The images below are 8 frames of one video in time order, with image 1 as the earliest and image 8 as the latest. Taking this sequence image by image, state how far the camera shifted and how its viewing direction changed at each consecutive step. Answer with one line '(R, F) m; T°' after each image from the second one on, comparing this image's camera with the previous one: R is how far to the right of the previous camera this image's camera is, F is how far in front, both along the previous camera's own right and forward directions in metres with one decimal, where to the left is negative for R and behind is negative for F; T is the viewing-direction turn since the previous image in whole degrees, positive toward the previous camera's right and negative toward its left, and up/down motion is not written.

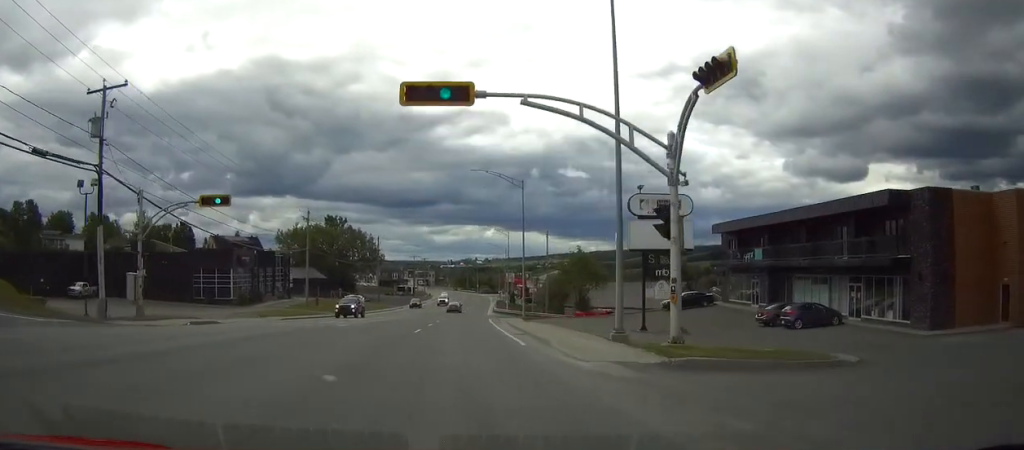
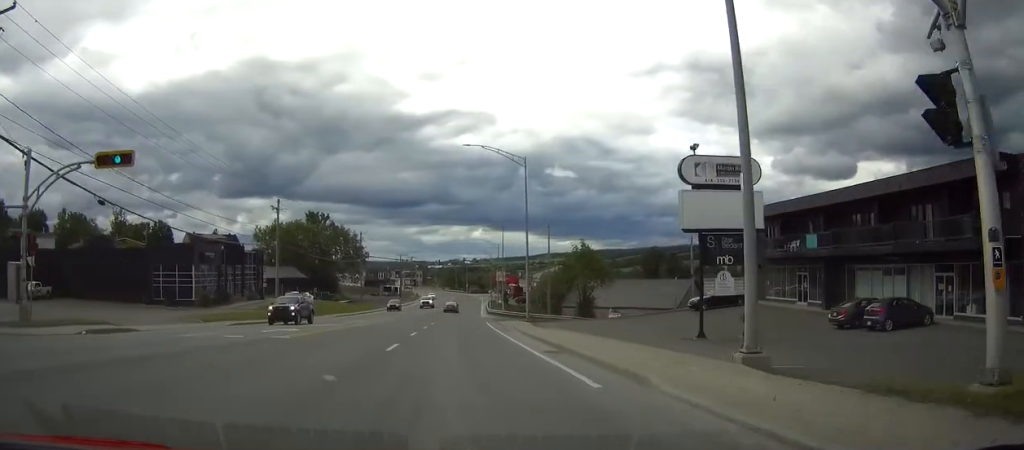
(+0.1, +10.0) m; +1°
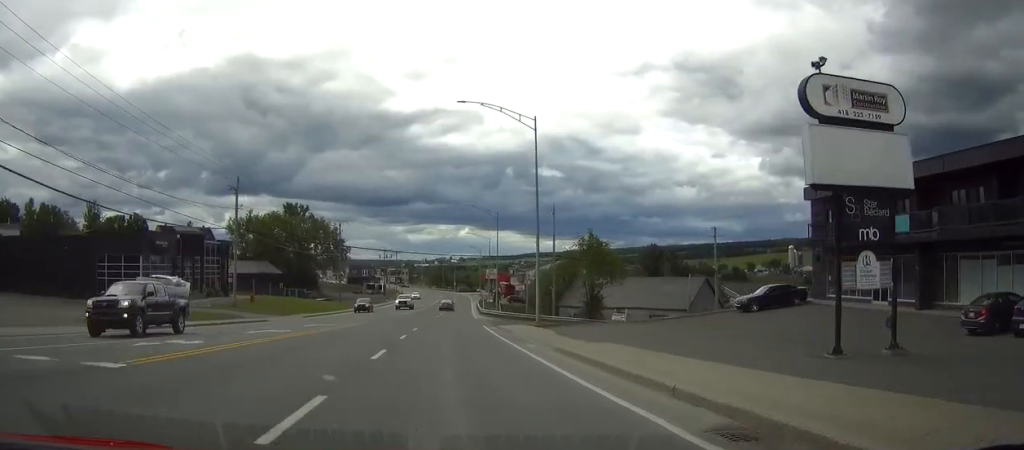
(+0.1, +11.2) m; +1°
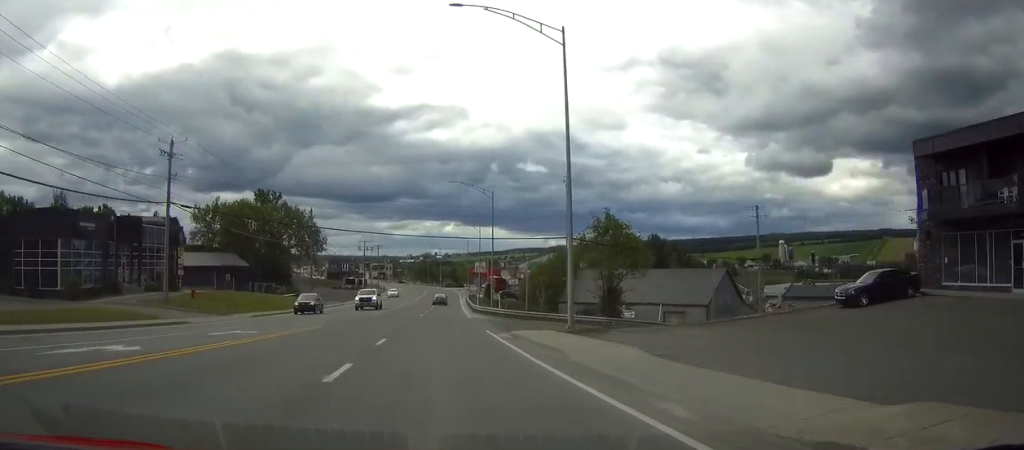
(0.0, +13.5) m; +1°
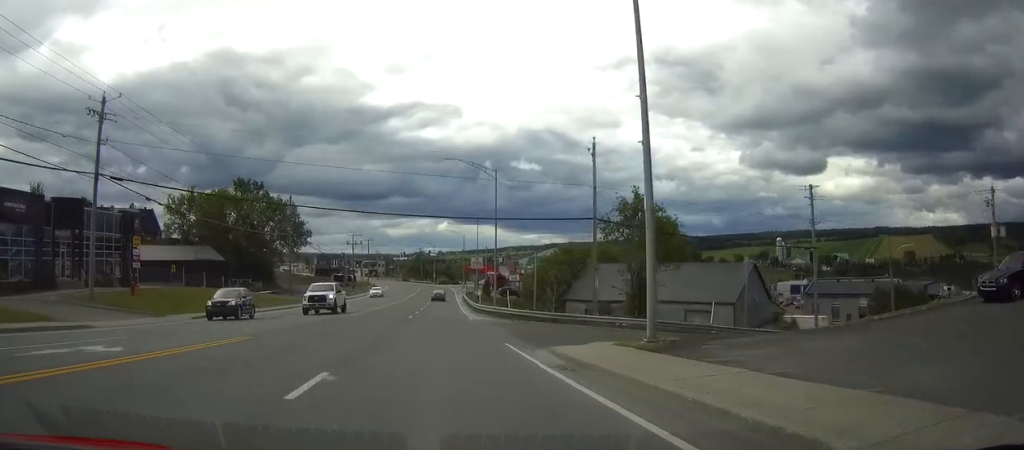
(+0.1, +10.7) m; +1°
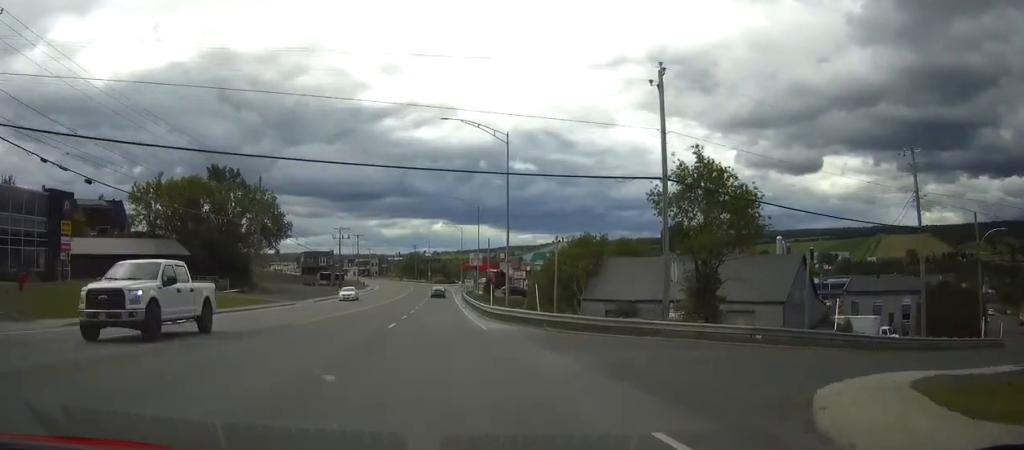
(+0.1, +13.6) m; +1°
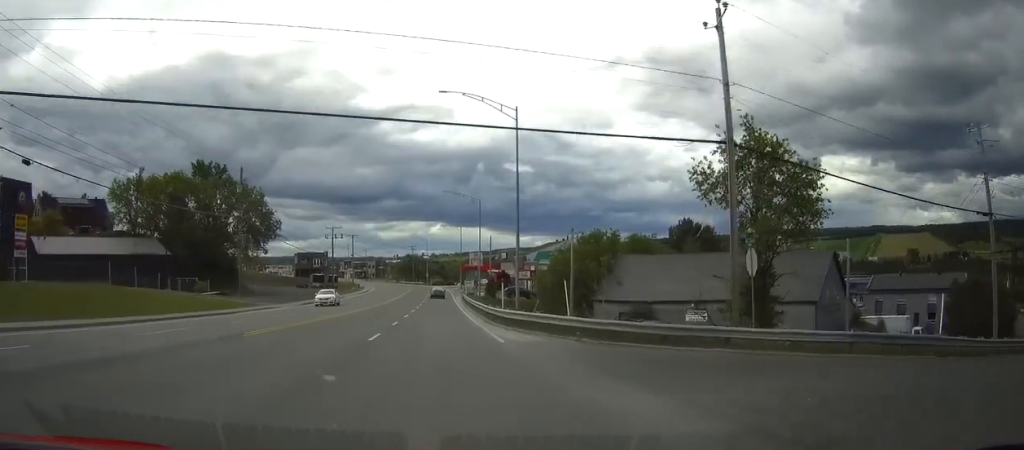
(0.0, +6.8) m; 0°
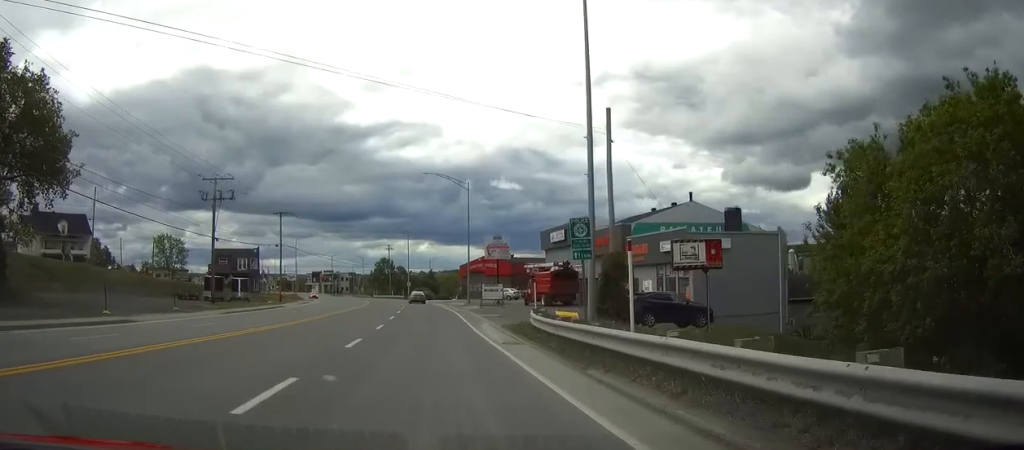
(+0.4, +65.1) m; +1°
